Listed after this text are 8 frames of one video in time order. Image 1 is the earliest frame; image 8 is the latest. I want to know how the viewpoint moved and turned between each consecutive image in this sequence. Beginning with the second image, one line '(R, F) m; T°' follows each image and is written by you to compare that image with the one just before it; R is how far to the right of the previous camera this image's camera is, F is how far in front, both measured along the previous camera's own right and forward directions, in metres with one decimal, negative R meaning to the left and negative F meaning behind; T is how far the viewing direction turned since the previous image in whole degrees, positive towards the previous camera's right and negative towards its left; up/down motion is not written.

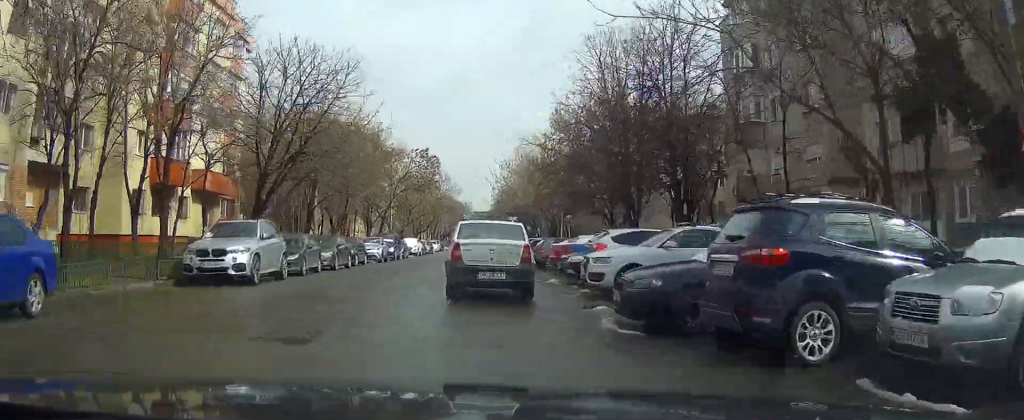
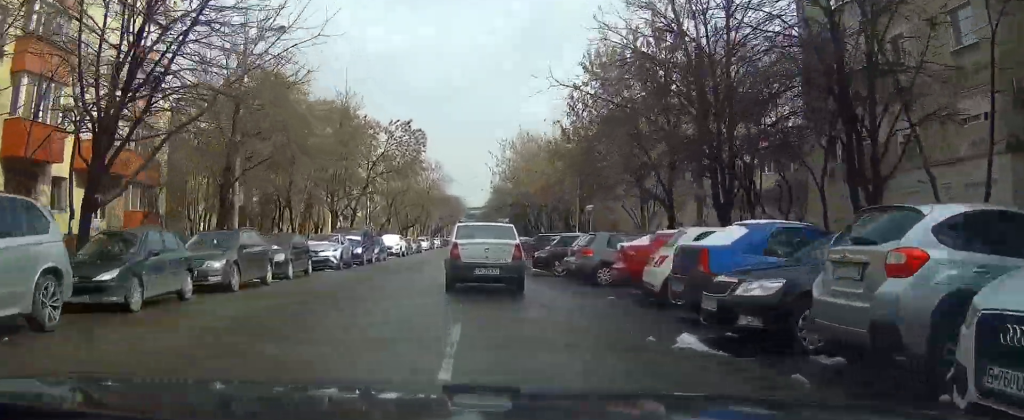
(-0.2, +12.4) m; -1°
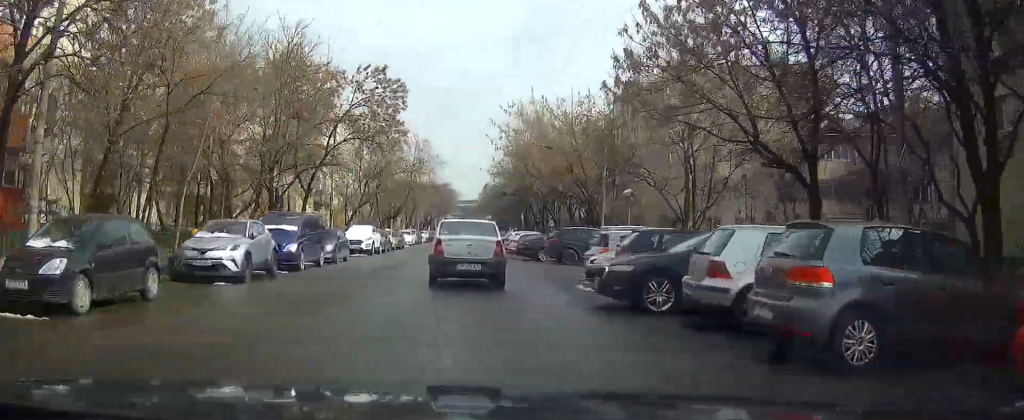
(0.0, +12.5) m; 0°
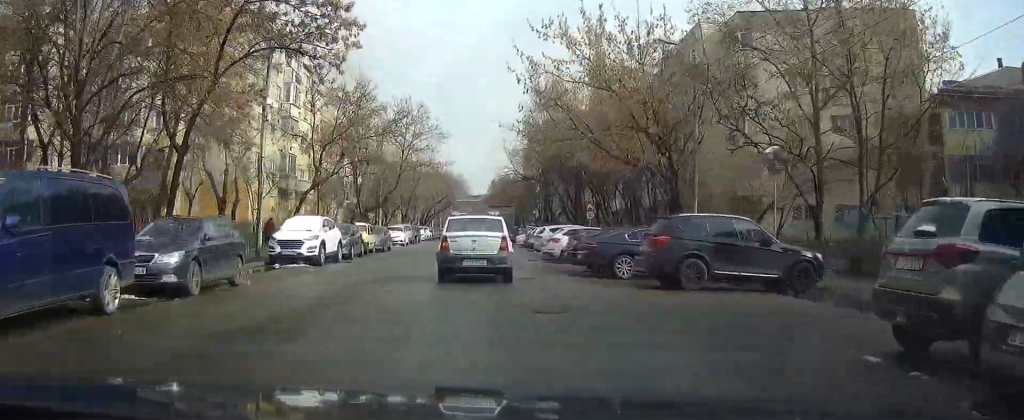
(+0.1, +16.6) m; 0°
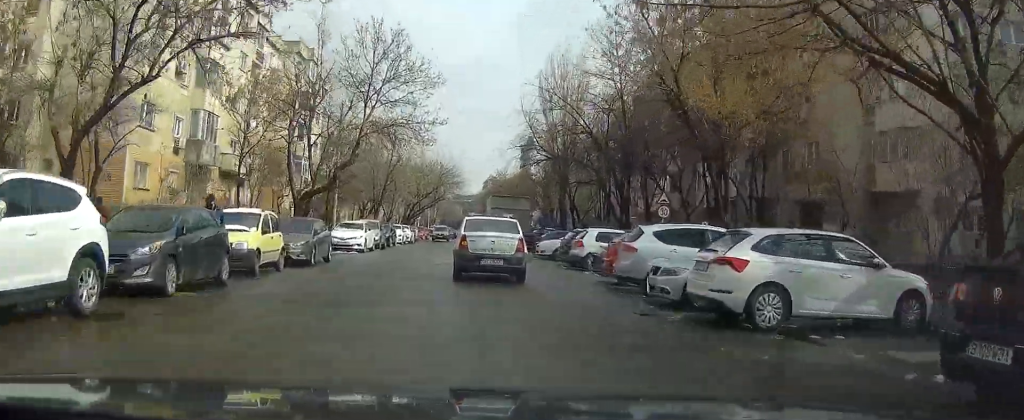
(-0.2, +19.0) m; 0°
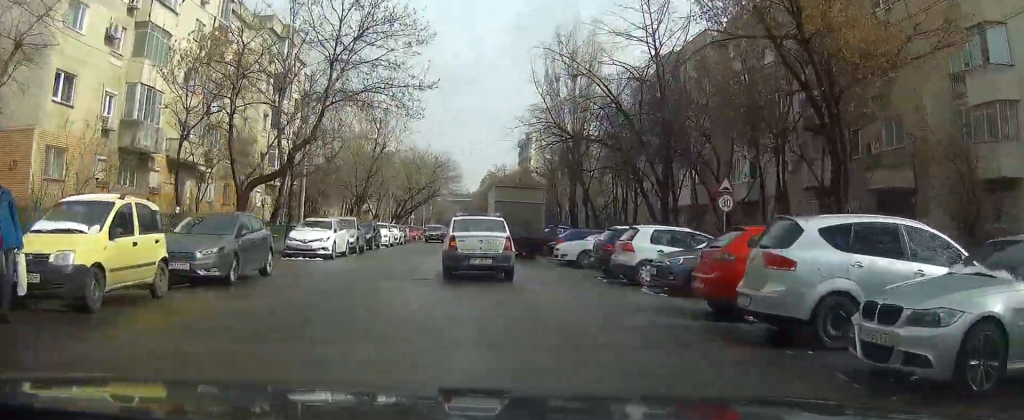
(+0.2, +7.8) m; 0°
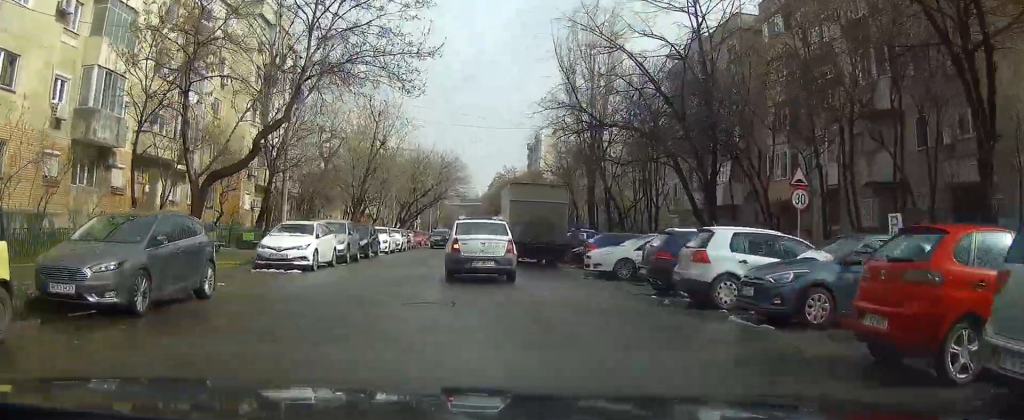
(-0.1, +4.9) m; 0°
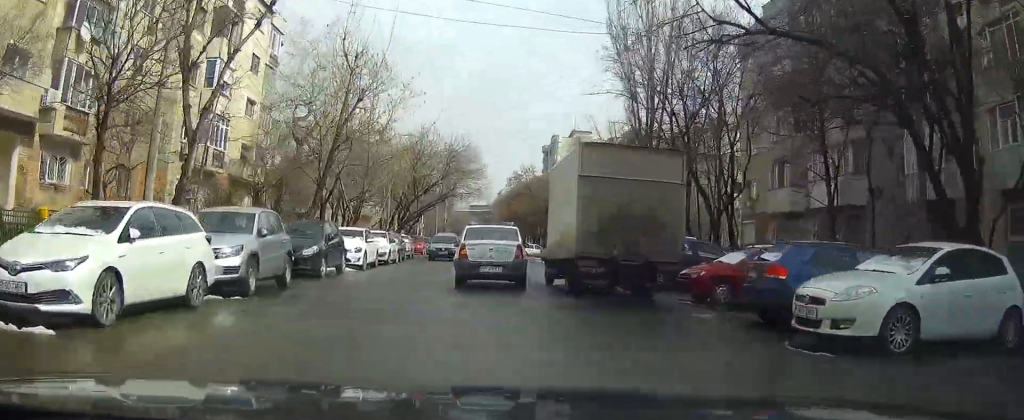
(-0.1, +13.5) m; +1°
